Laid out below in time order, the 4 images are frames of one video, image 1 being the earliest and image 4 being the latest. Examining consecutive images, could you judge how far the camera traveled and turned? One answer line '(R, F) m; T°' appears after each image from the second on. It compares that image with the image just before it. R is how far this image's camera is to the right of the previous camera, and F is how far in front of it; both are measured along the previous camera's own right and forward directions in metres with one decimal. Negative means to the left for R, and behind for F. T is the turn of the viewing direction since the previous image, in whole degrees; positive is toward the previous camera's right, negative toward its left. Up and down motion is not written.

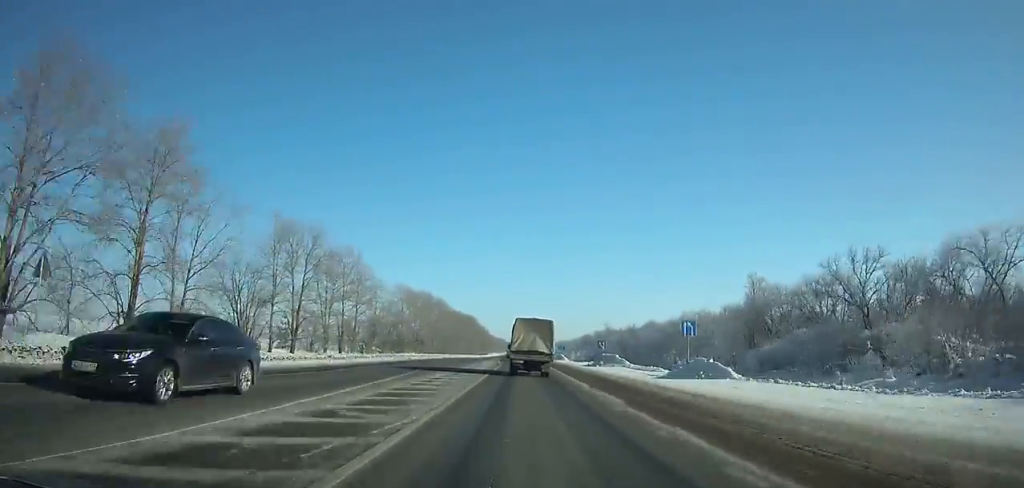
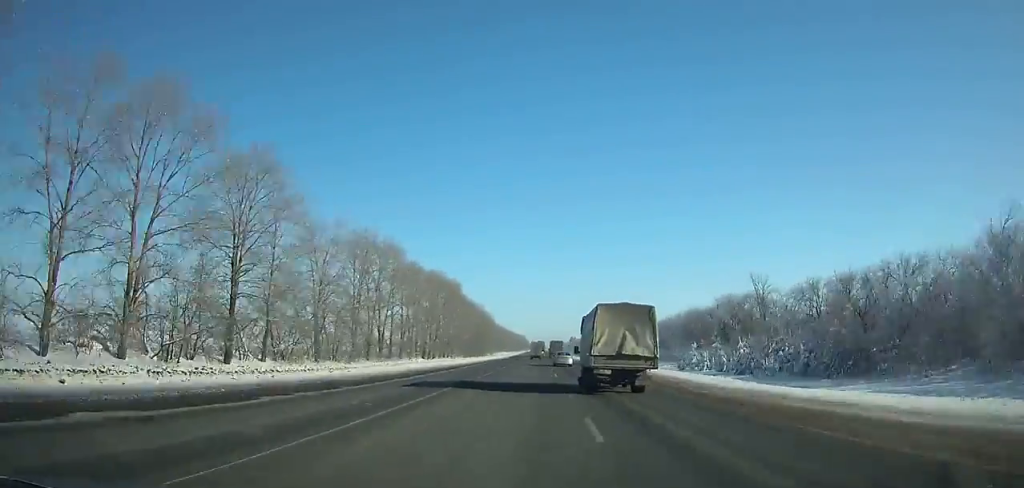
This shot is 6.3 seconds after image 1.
(-2.2, +158.6) m; -1°
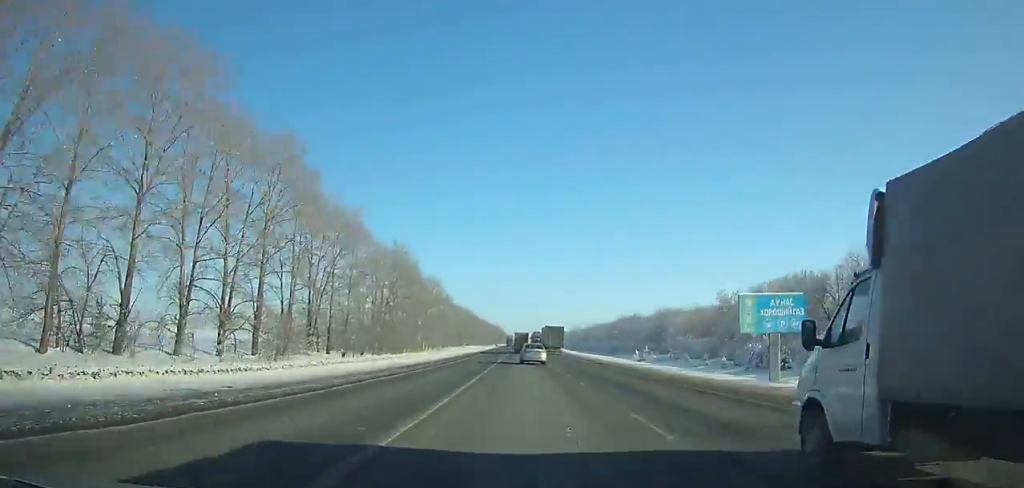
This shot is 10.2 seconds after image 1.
(+1.3, +103.2) m; +1°
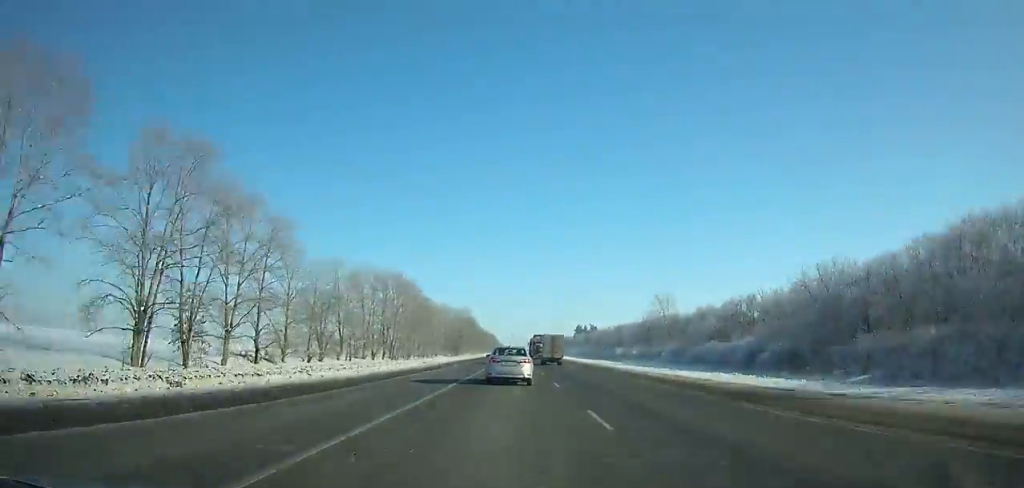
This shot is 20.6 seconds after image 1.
(+0.3, +262.9) m; 0°
